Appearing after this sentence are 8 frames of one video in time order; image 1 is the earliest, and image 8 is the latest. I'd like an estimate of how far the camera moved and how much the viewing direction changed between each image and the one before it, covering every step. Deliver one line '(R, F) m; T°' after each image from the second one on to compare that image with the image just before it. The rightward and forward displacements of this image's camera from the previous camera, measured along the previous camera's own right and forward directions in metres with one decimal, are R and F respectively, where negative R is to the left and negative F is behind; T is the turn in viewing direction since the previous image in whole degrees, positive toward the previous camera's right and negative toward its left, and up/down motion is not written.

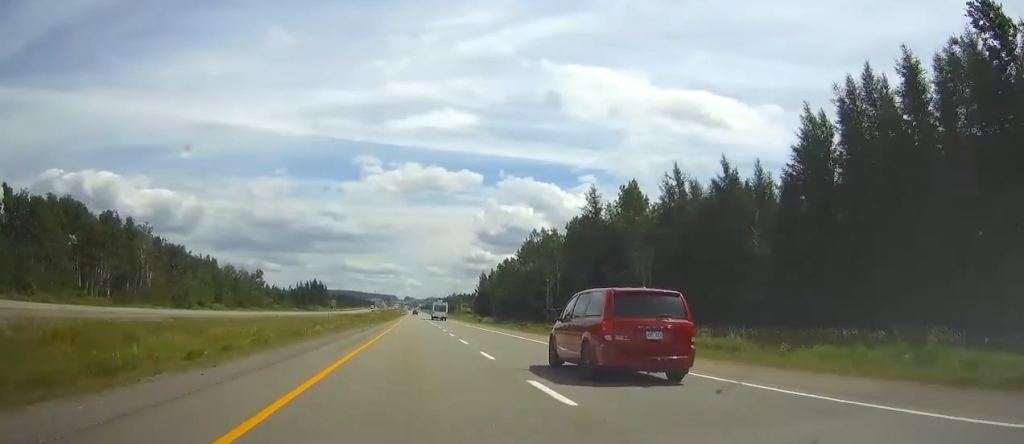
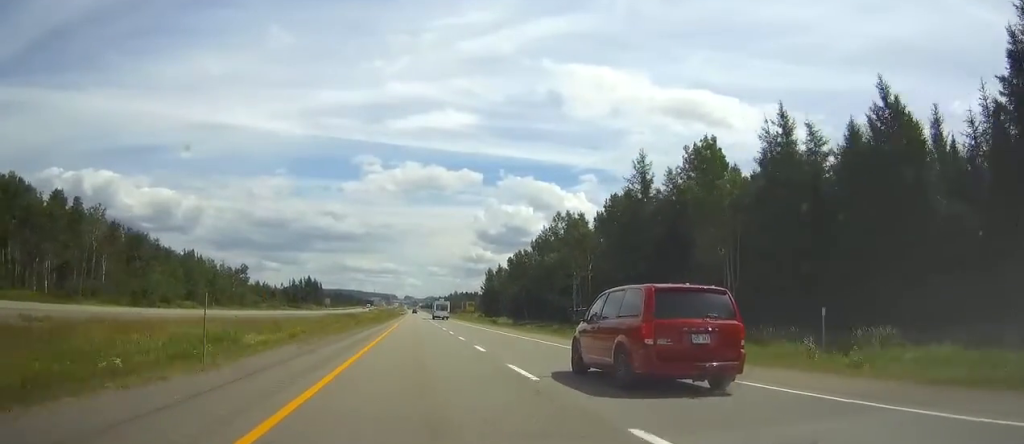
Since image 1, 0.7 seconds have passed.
(0.0, +22.9) m; 0°
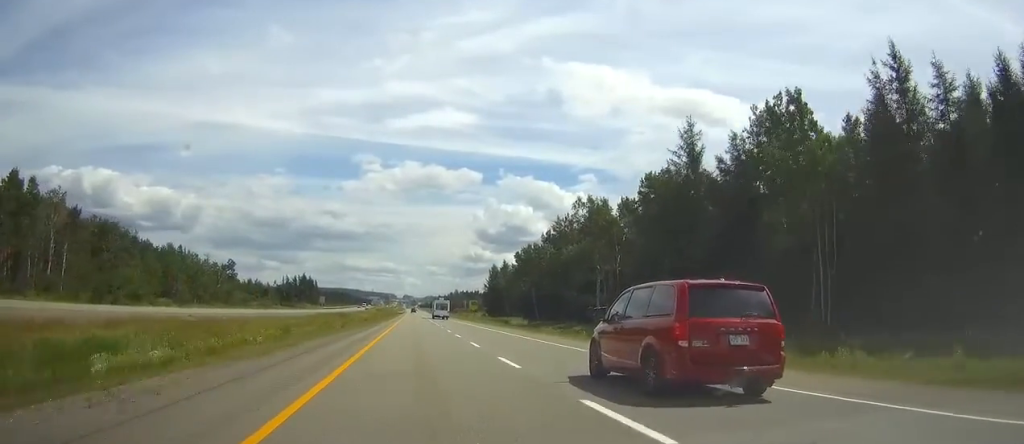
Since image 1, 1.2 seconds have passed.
(0.0, +15.3) m; 0°
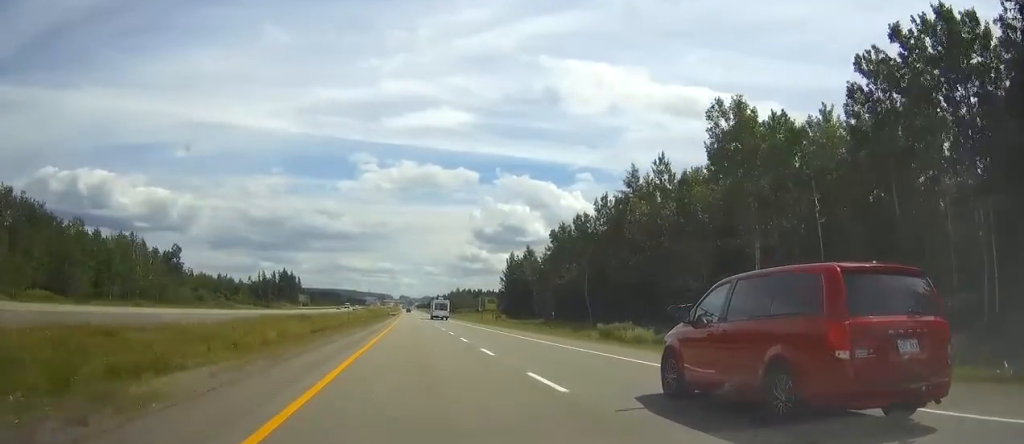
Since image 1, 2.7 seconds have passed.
(0.0, +48.9) m; 0°
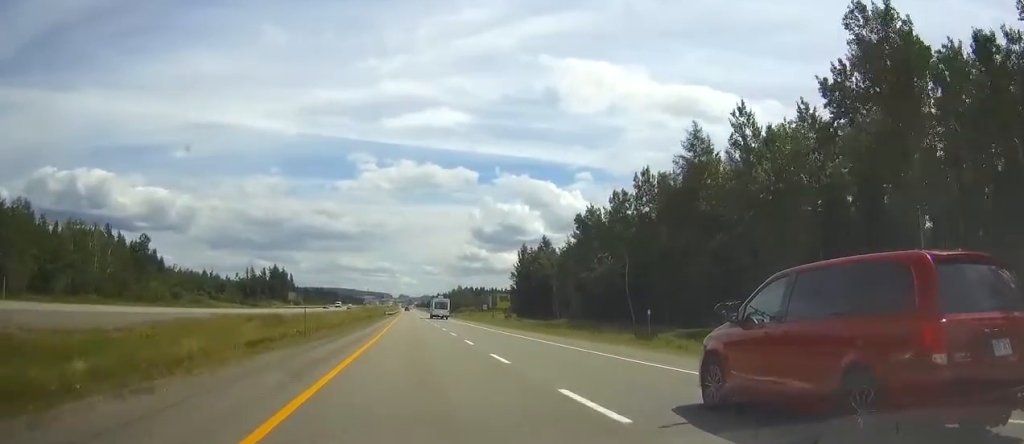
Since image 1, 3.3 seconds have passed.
(0.0, +20.6) m; 0°
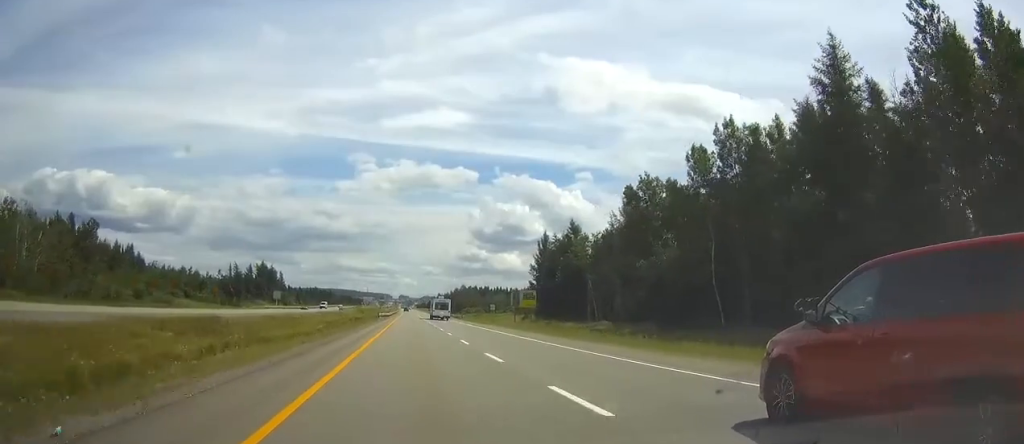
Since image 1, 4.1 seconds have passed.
(0.0, +26.0) m; 0°
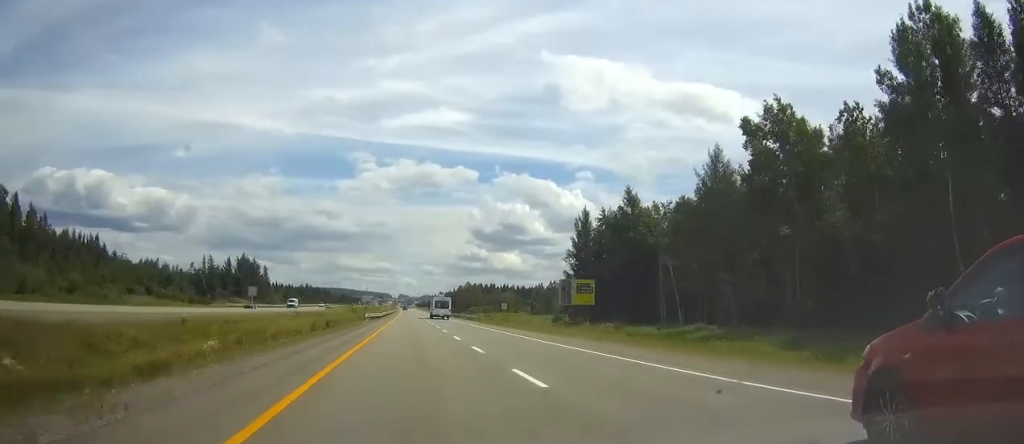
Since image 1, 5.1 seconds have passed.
(0.0, +32.4) m; 0°
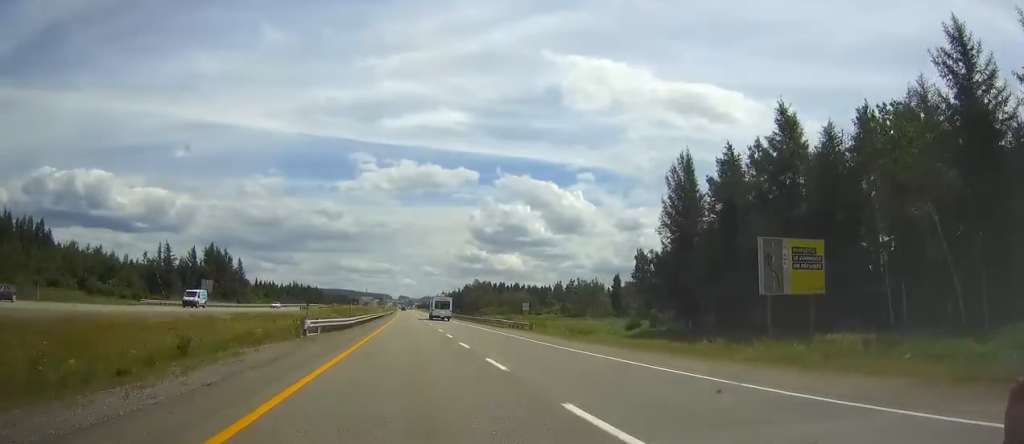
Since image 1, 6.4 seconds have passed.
(0.0, +41.0) m; 0°
